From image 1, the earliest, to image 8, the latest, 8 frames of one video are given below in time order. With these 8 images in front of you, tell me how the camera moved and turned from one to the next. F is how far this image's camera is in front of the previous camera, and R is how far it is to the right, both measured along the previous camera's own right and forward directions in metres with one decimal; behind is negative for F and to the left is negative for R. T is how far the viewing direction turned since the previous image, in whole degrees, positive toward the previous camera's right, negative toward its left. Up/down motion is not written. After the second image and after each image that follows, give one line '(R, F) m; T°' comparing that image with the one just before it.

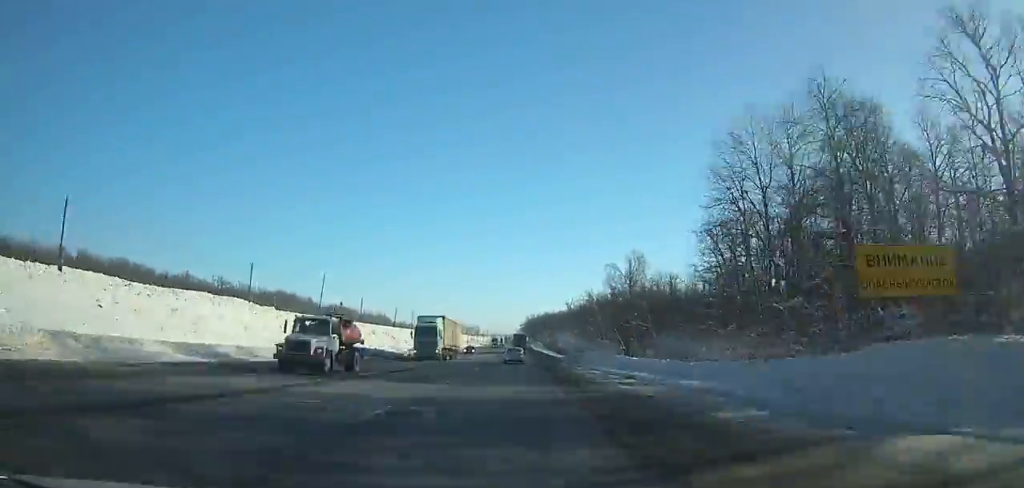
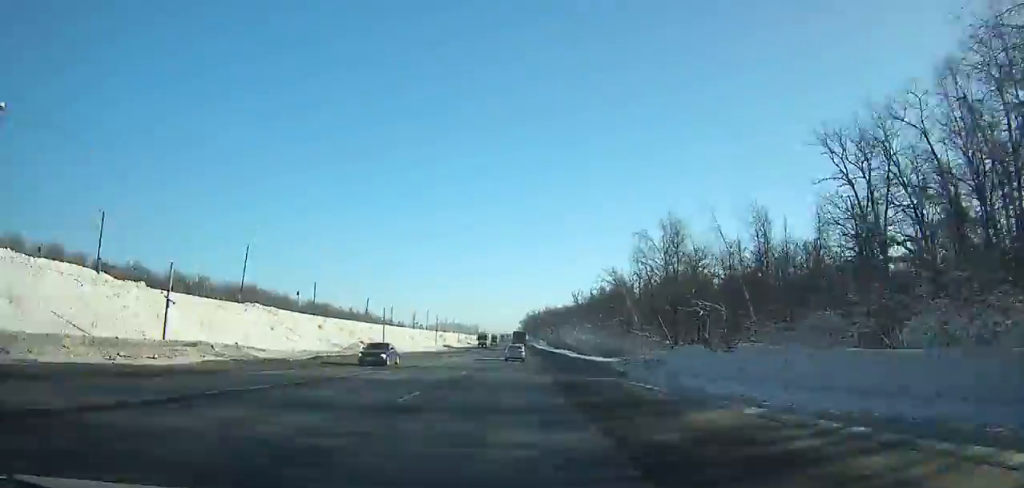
(0.0, +32.4) m; 0°
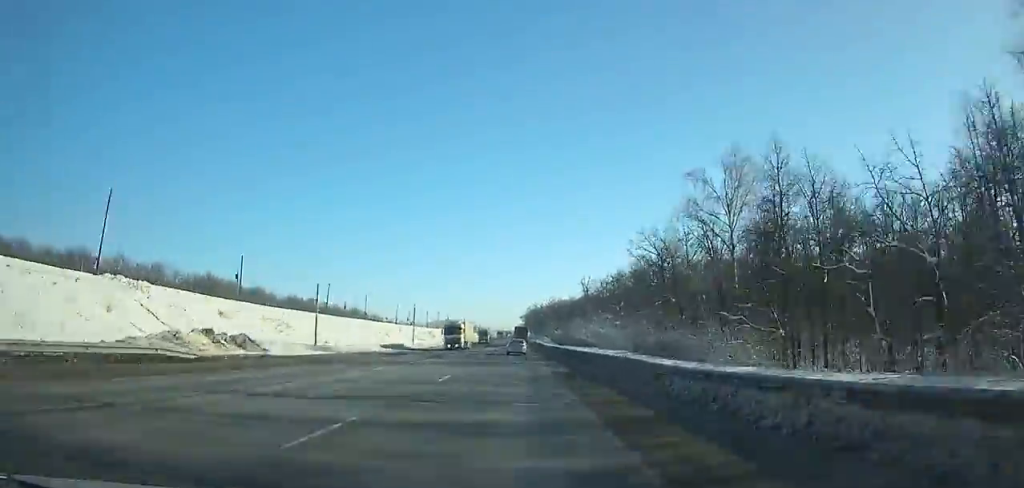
(0.0, +30.1) m; 0°
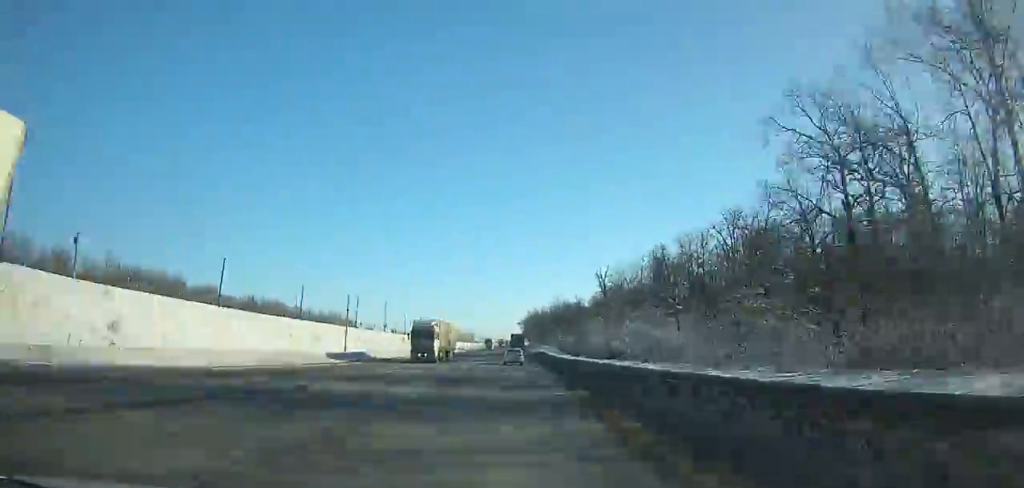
(0.0, +41.7) m; 0°
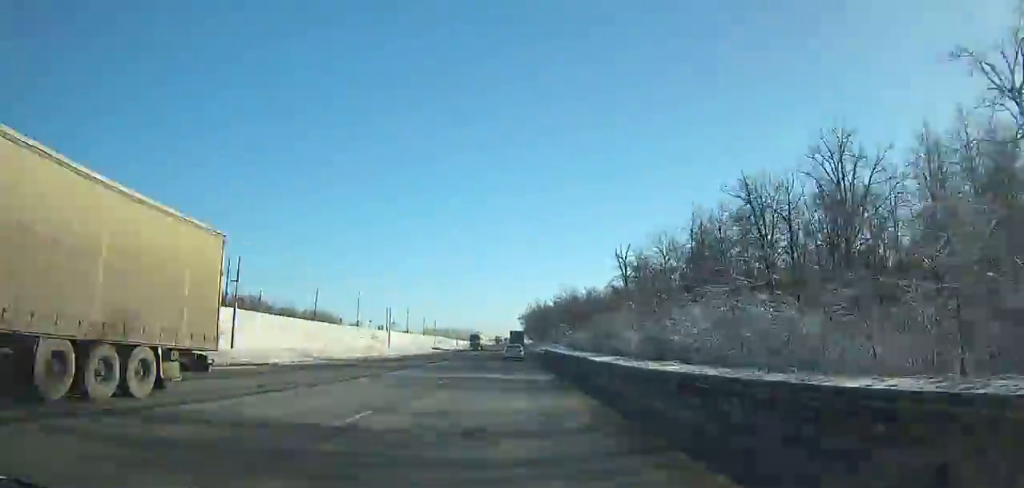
(0.0, +27.5) m; 0°
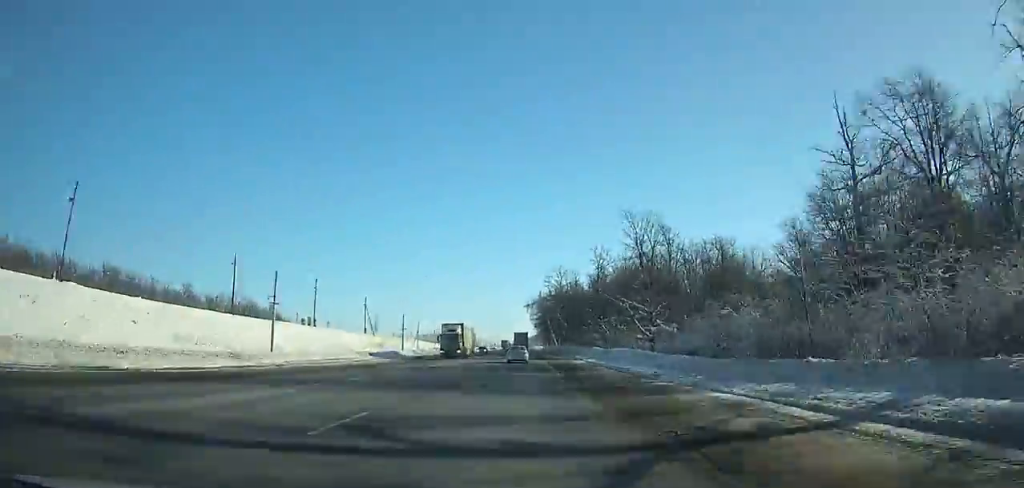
(+0.1, +95.3) m; 0°
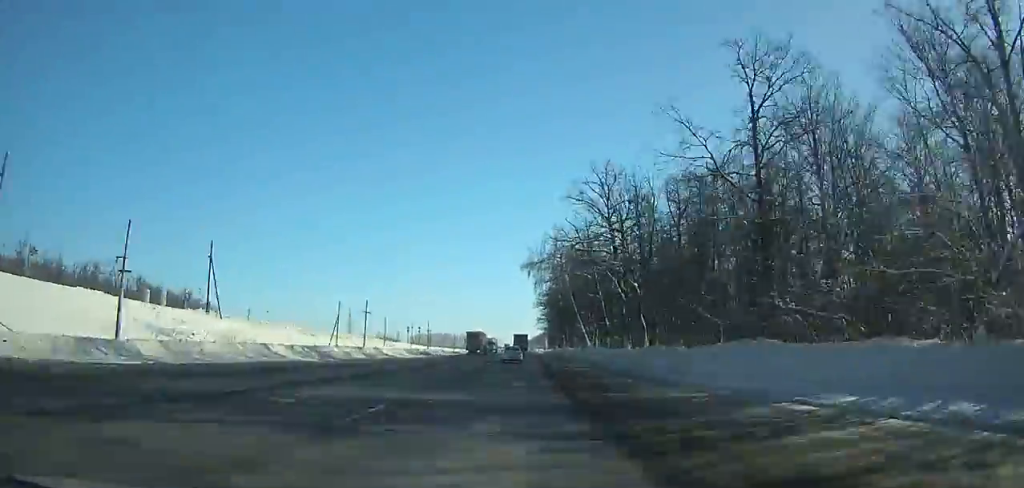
(0.0, +71.2) m; 0°
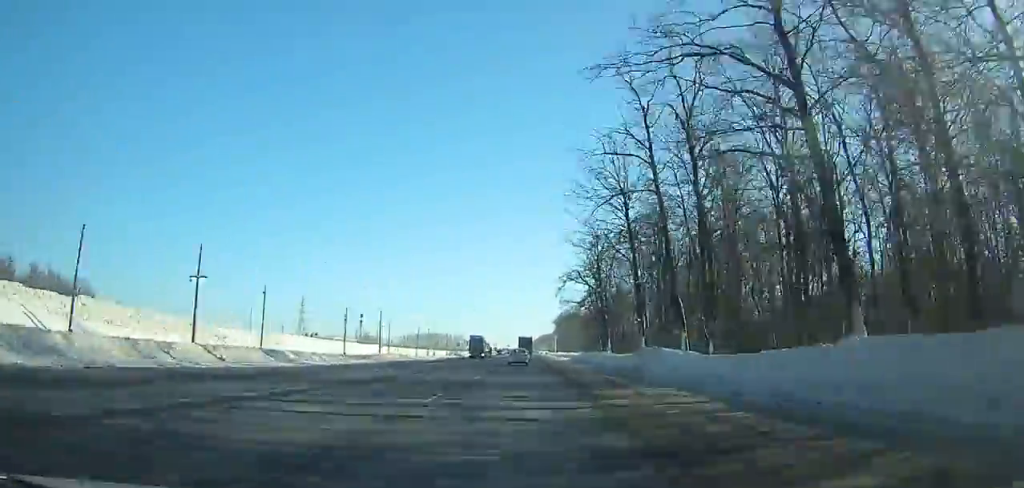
(-0.1, +92.6) m; 0°
